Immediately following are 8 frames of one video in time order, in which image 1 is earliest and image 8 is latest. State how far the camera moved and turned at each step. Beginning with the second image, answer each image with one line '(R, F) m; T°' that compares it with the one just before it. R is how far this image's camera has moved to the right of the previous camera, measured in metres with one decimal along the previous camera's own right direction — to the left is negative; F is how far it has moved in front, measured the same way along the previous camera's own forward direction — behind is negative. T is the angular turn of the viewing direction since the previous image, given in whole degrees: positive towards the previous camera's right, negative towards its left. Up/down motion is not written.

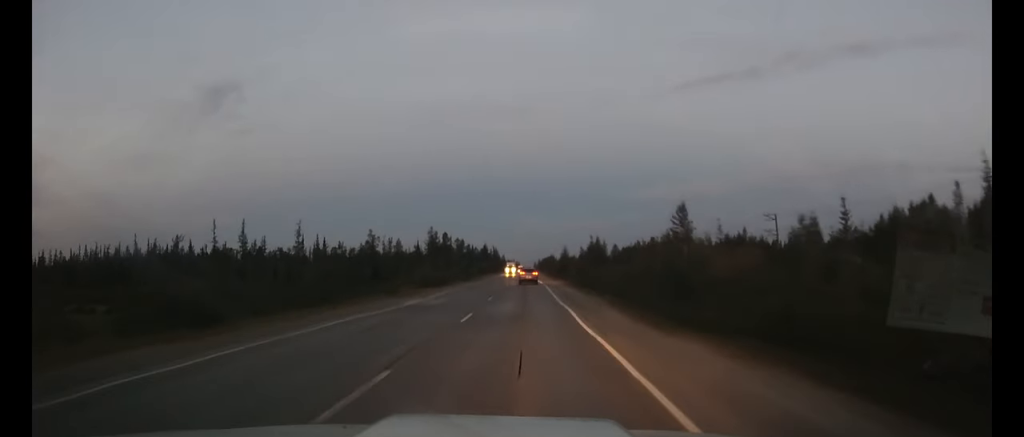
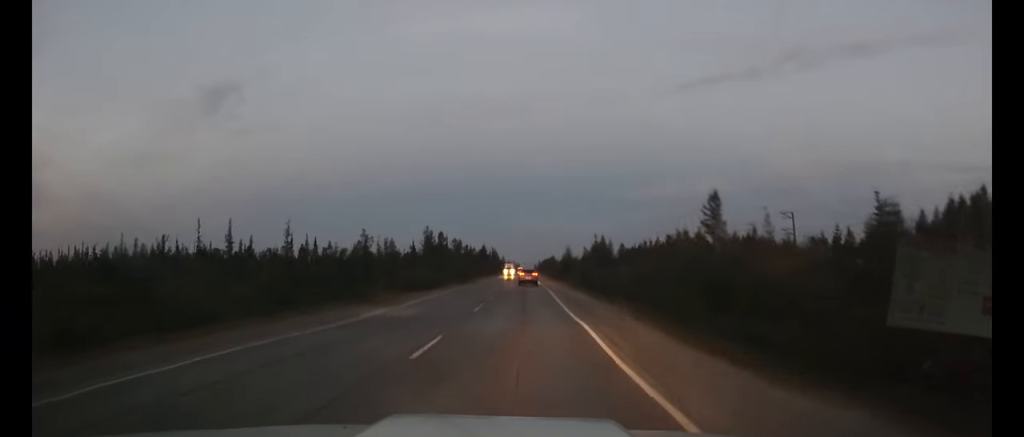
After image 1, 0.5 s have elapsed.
(0.0, +7.3) m; 0°
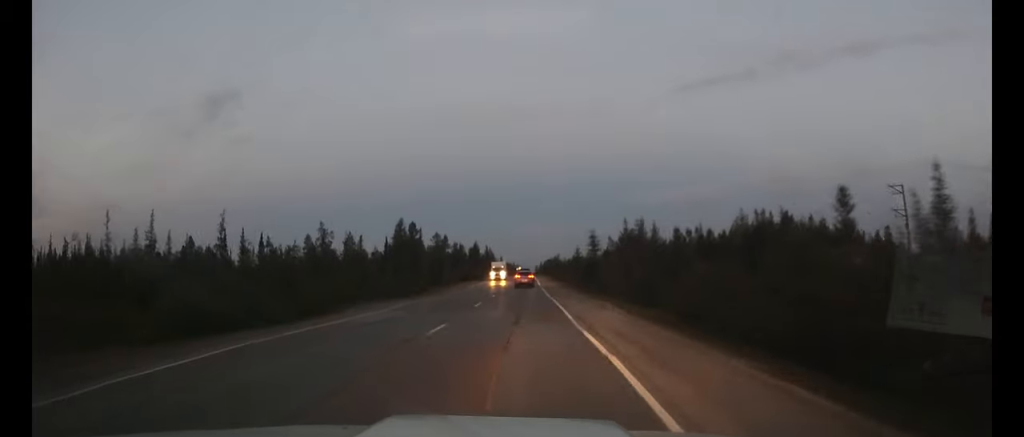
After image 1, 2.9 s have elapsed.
(0.0, +34.0) m; 0°
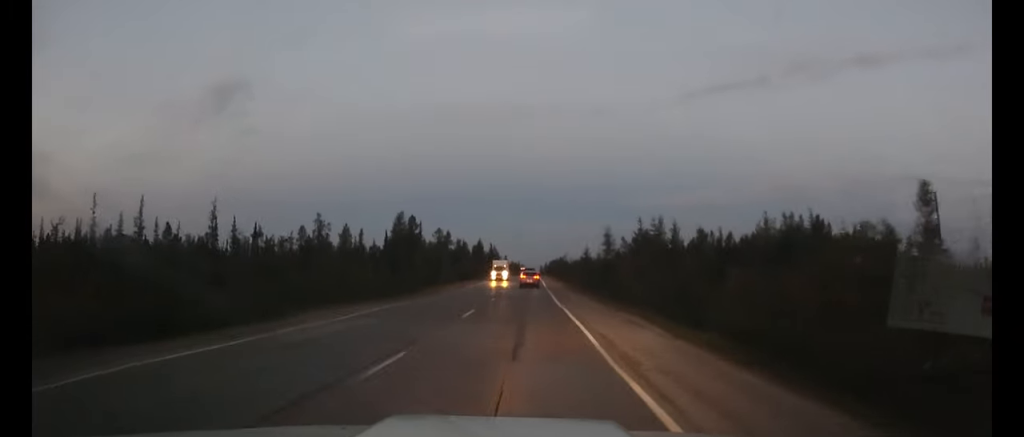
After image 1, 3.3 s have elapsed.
(0.0, +5.9) m; 0°
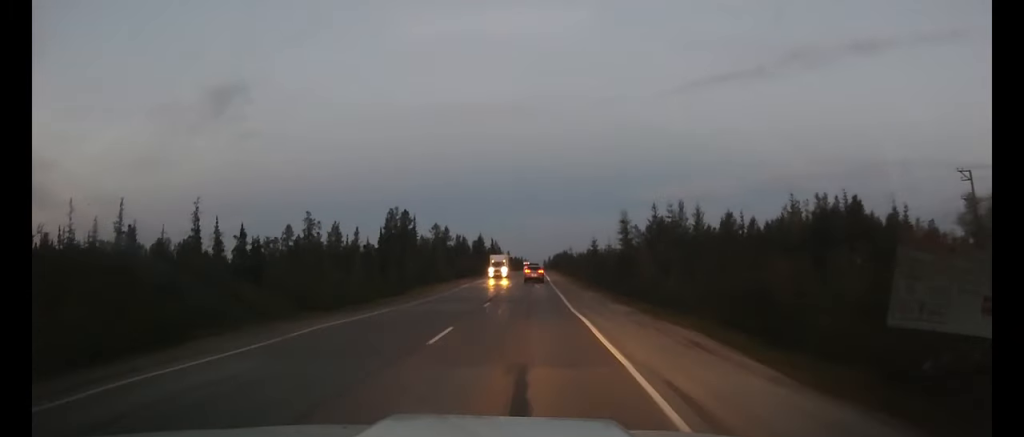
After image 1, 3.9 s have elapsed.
(0.0, +7.2) m; 0°
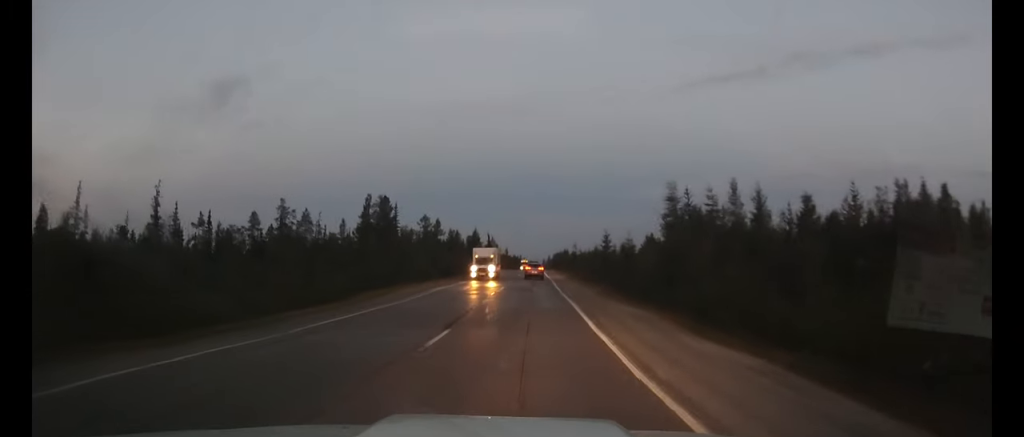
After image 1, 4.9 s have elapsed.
(-0.1, +13.3) m; -1°
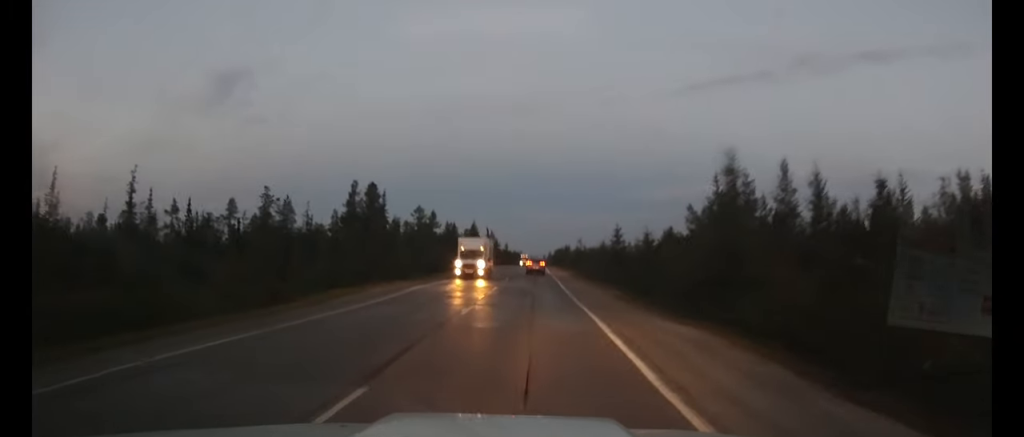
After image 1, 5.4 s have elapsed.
(0.0, +7.4) m; 0°
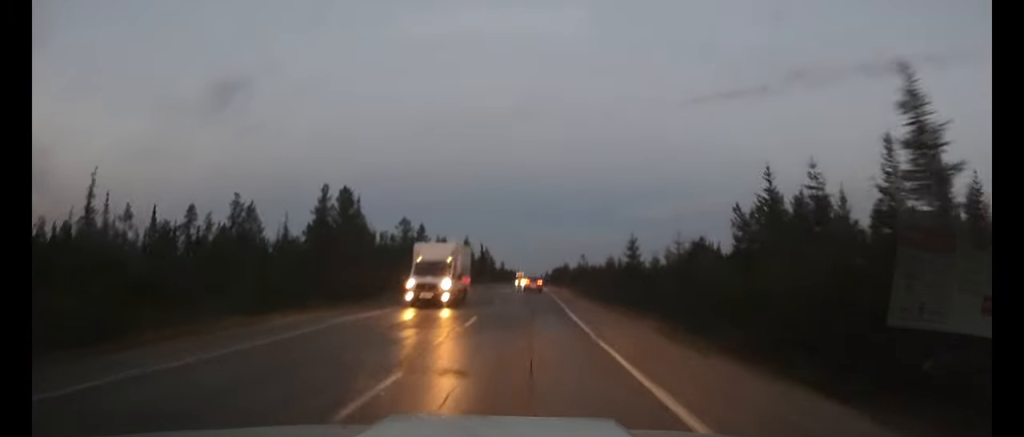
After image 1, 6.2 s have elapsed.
(0.0, +10.0) m; 0°
